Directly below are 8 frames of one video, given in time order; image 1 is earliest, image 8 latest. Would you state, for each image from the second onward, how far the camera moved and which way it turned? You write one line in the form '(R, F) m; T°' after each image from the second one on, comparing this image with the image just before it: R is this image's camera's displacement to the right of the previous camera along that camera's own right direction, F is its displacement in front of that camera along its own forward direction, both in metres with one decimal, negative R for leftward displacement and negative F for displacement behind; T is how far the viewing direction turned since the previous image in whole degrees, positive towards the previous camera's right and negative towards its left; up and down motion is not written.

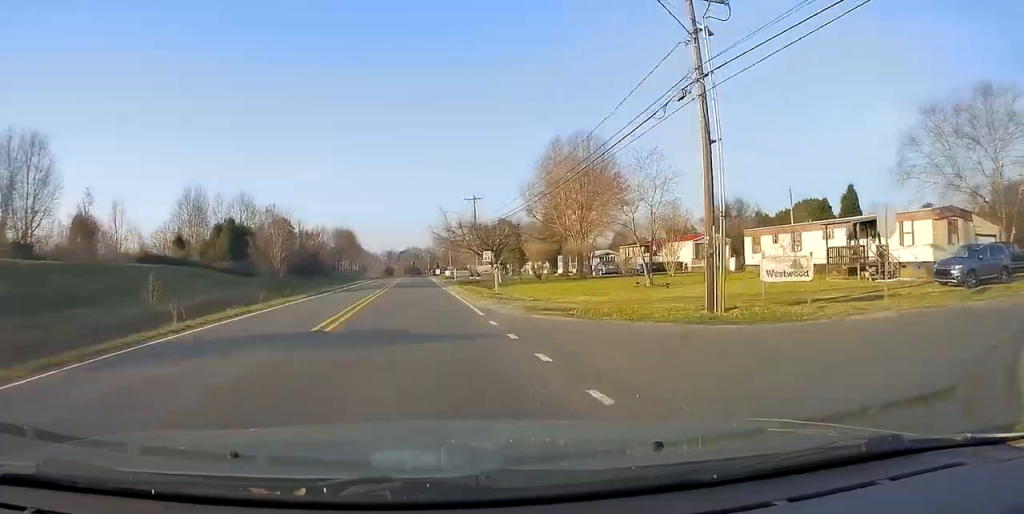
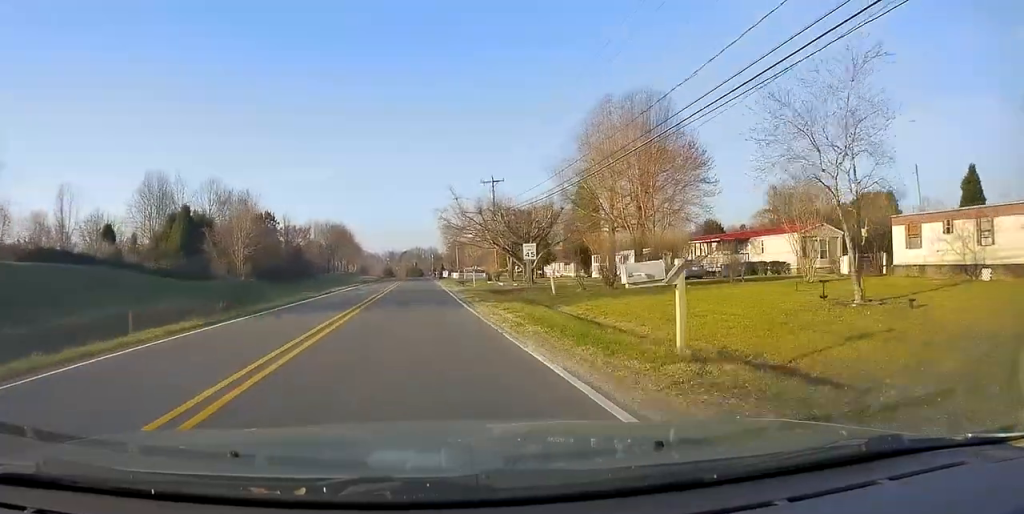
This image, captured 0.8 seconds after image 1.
(0.0, +16.7) m; -1°
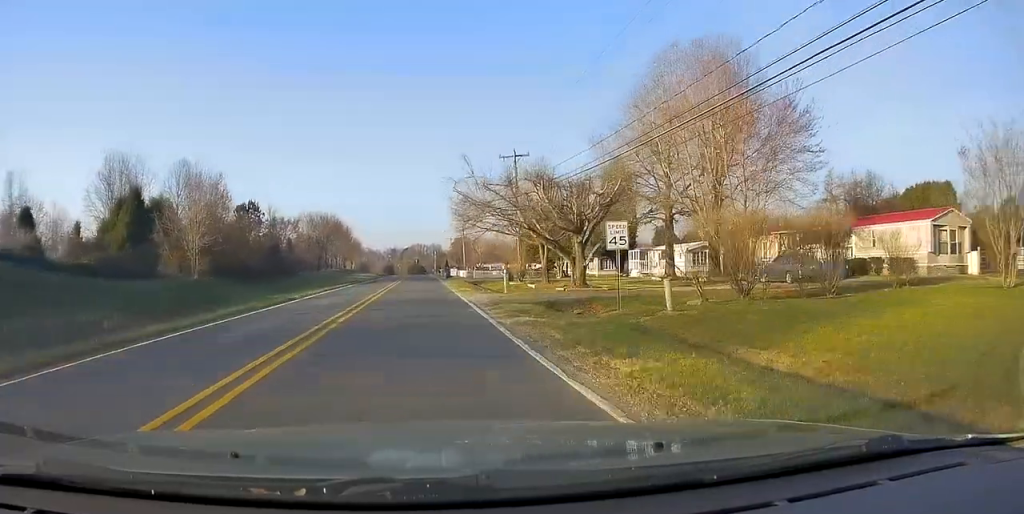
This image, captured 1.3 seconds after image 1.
(-0.1, +12.5) m; 0°
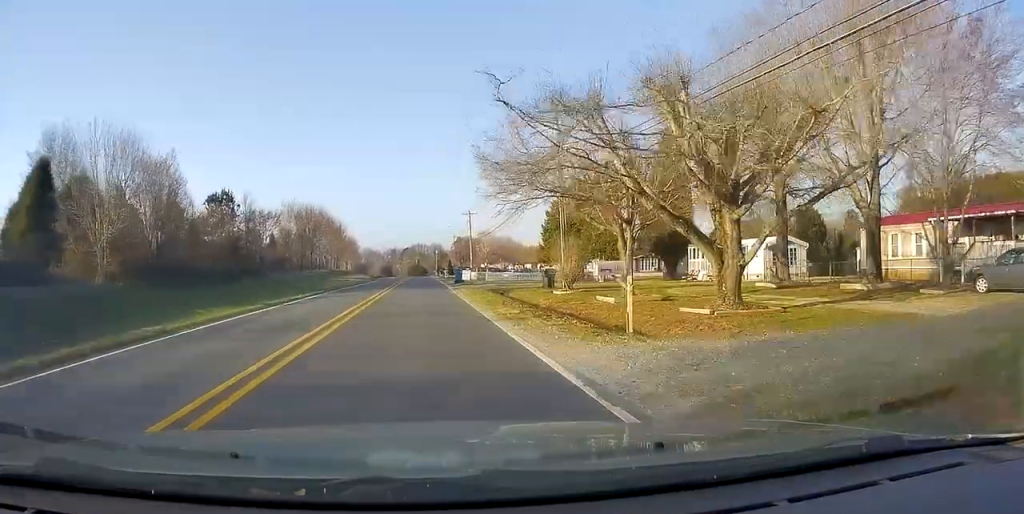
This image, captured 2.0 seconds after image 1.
(0.0, +14.5) m; 0°
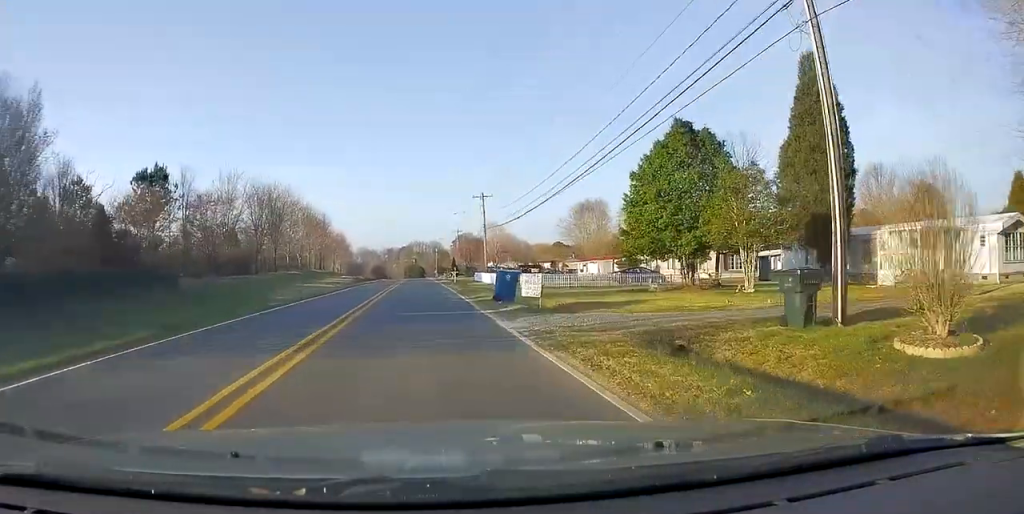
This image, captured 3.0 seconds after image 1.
(0.0, +23.1) m; 0°
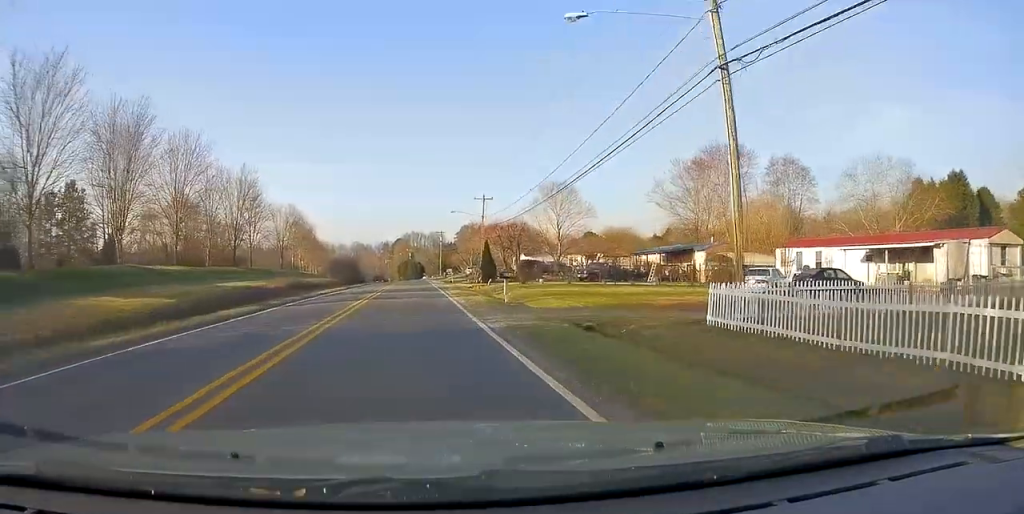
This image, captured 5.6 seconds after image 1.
(-0.3, +57.9) m; 0°
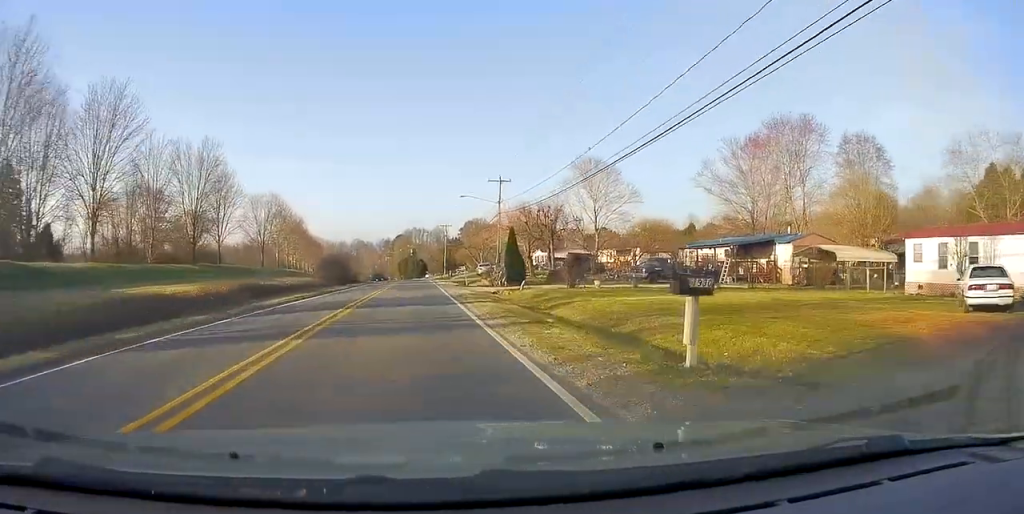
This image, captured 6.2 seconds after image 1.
(+0.4, +13.8) m; 0°
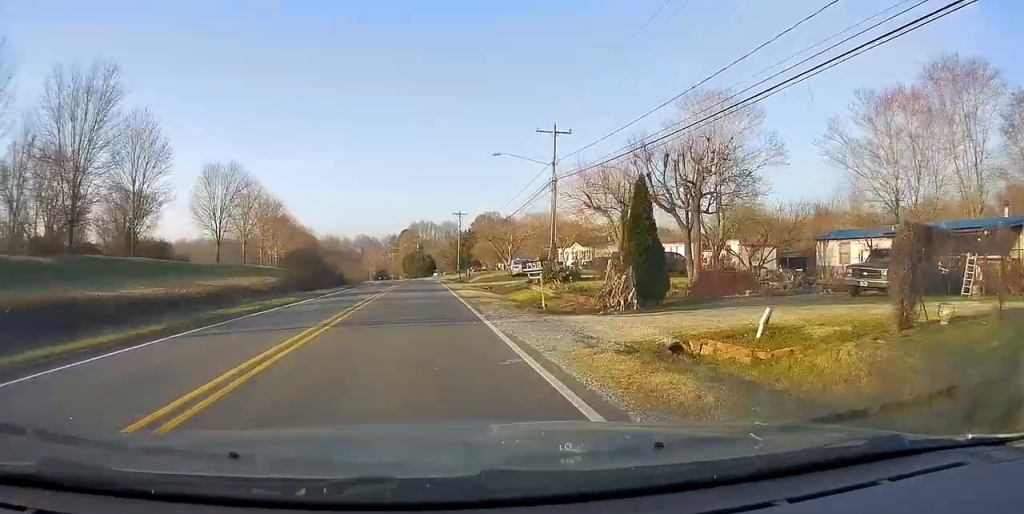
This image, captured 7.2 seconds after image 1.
(-0.1, +22.5) m; -1°
